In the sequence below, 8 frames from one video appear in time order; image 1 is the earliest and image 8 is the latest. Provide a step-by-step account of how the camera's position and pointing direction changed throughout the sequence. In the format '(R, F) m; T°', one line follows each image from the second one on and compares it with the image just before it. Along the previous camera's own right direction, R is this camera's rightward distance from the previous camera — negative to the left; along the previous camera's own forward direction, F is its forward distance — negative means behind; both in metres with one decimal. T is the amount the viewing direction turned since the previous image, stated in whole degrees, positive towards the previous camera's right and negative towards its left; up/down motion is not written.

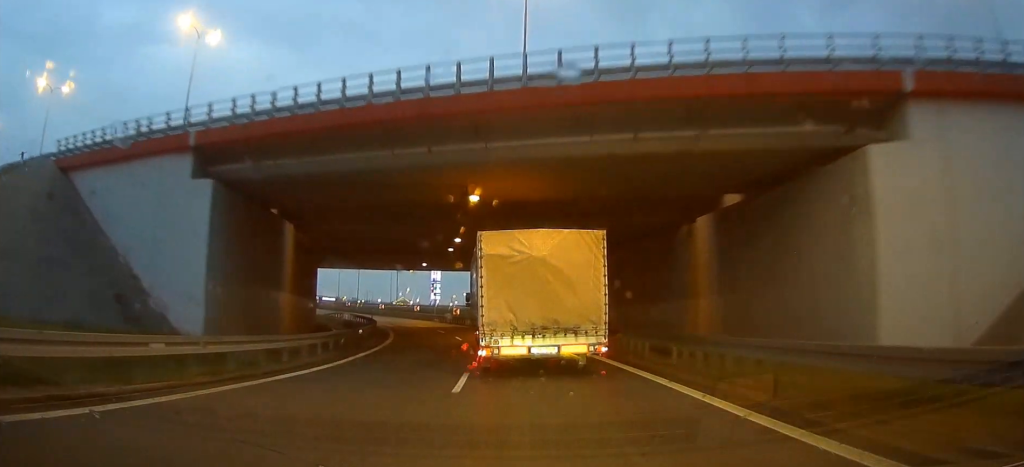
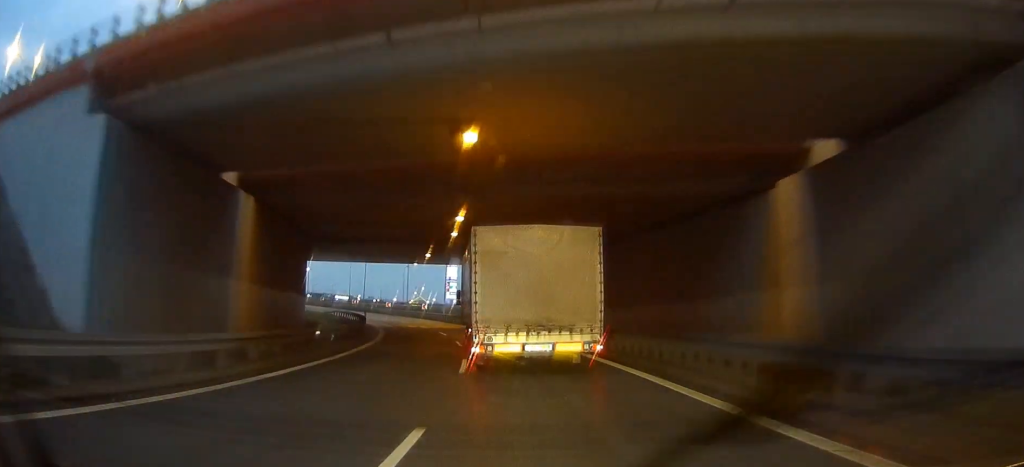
(-0.1, +7.9) m; -1°
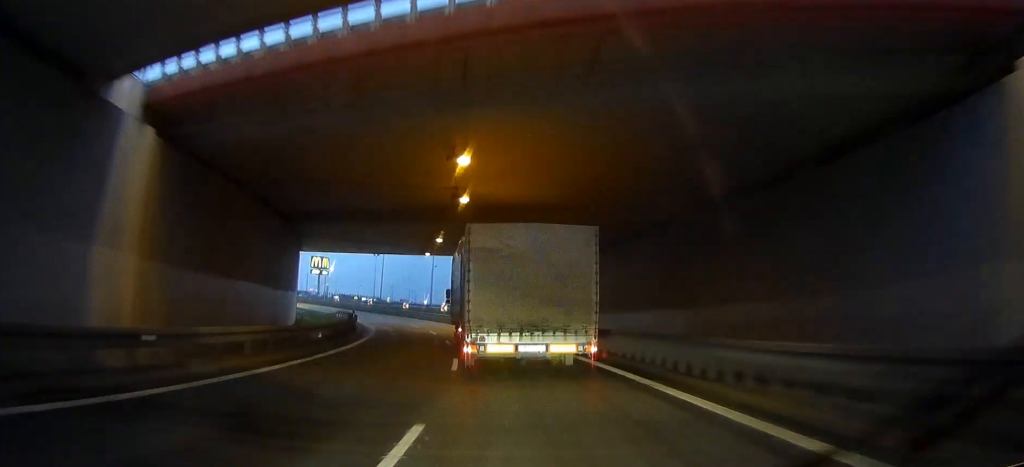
(-0.2, +12.2) m; -2°
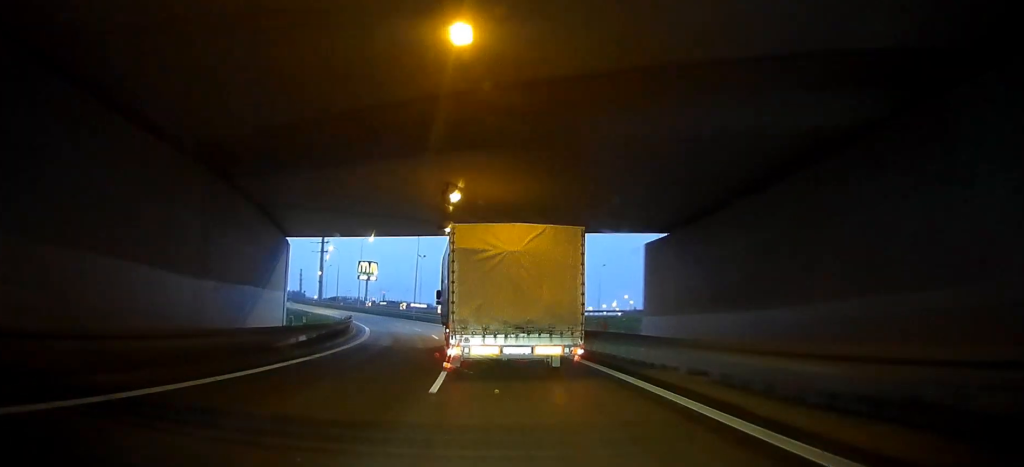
(-0.5, +17.0) m; -3°
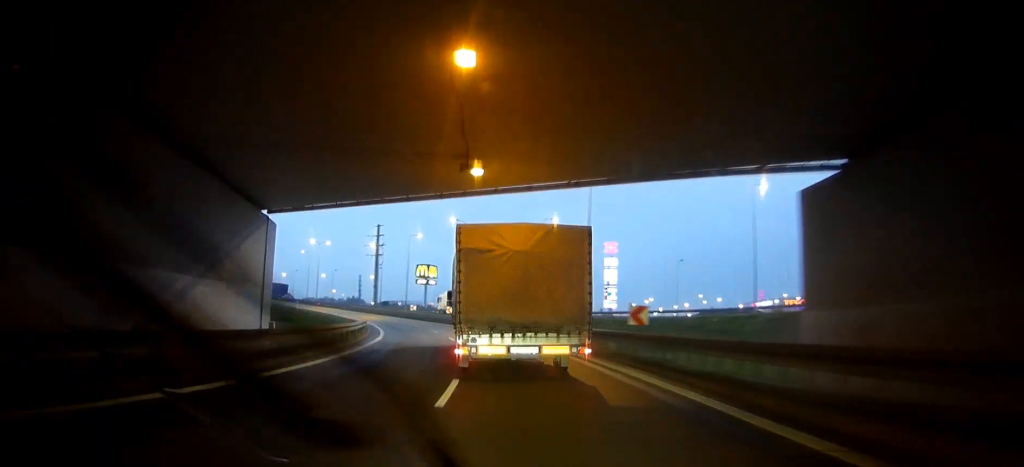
(-0.3, +14.6) m; -1°
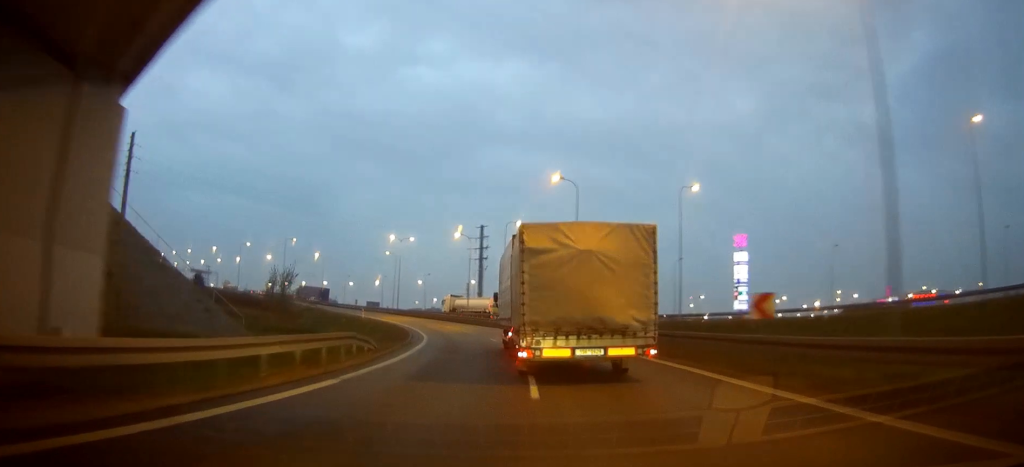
(-0.2, +23.7) m; -7°
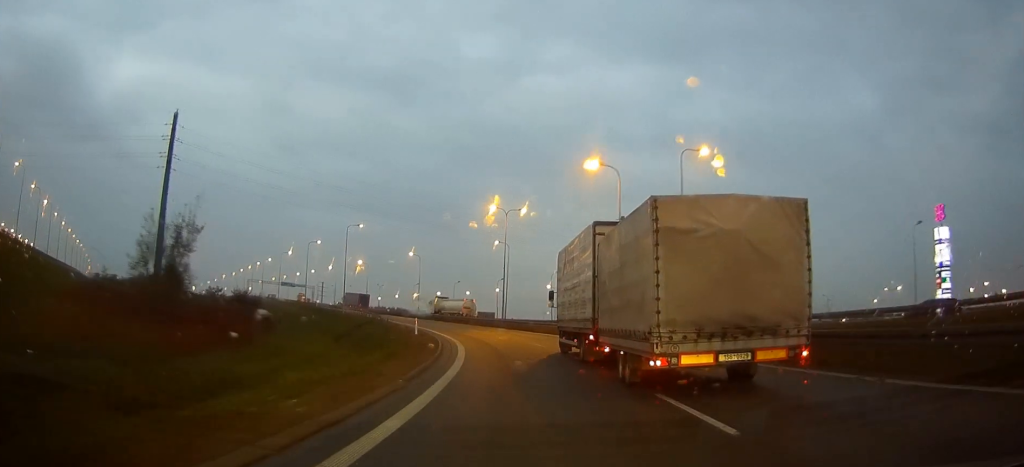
(-9.1, +38.2) m; -22°
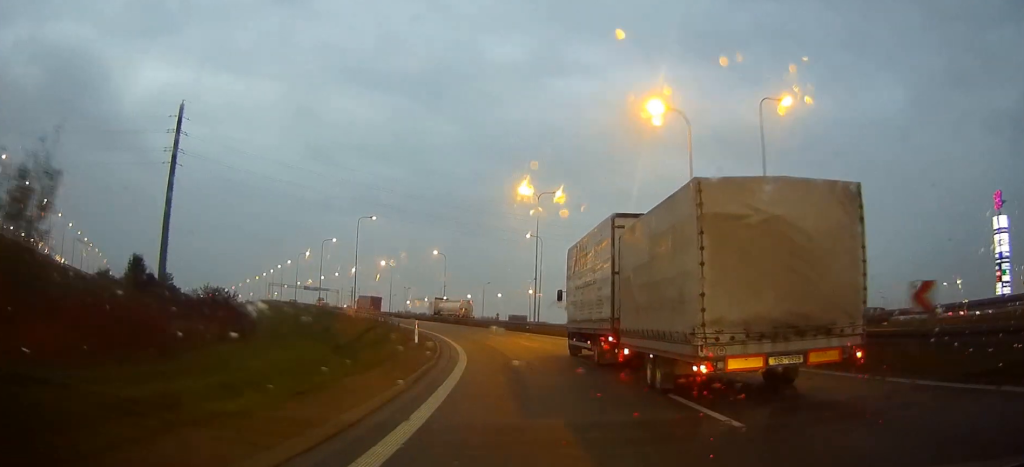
(-0.3, +11.0) m; -3°
